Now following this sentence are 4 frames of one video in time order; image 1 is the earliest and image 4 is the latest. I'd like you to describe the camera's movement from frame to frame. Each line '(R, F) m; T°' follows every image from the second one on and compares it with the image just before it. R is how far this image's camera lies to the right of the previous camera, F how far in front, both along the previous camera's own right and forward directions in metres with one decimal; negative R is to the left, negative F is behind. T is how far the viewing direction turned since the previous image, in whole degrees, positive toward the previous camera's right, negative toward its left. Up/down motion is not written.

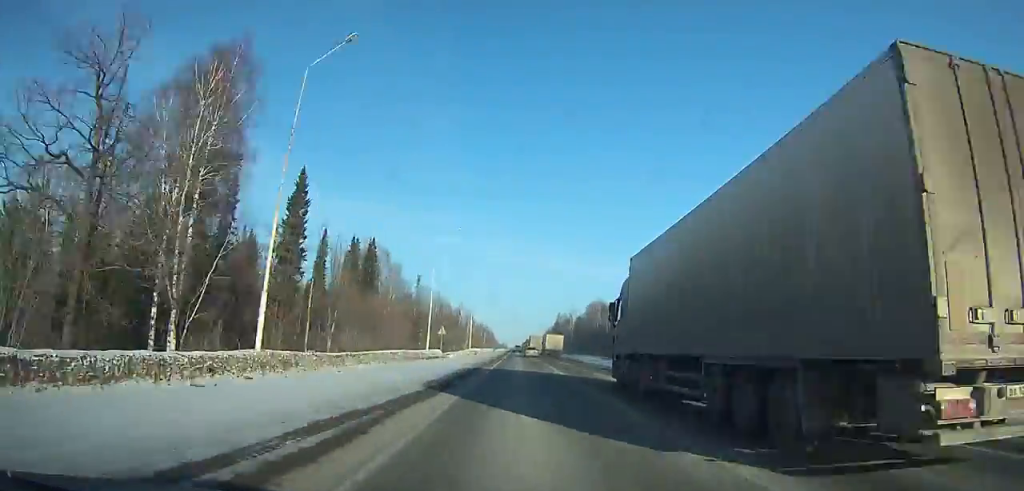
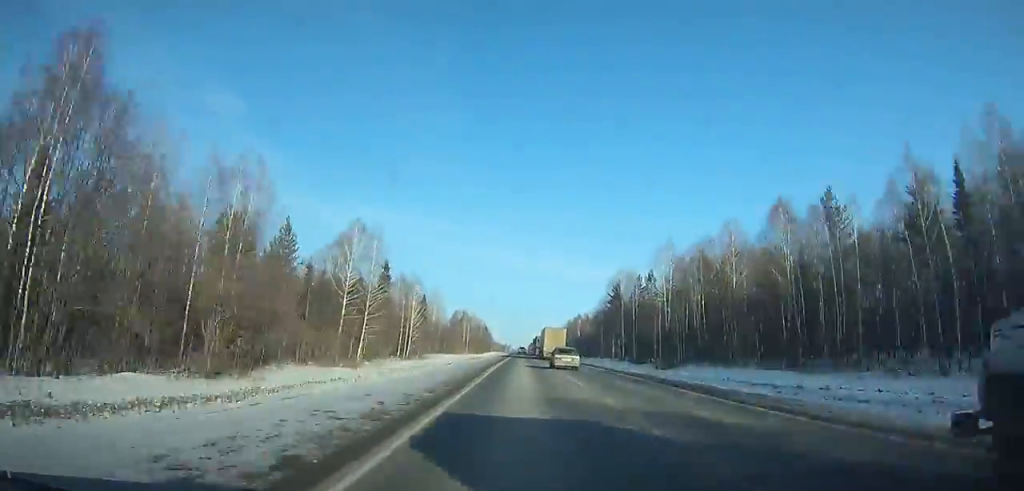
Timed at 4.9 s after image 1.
(-0.3, +138.1) m; 0°
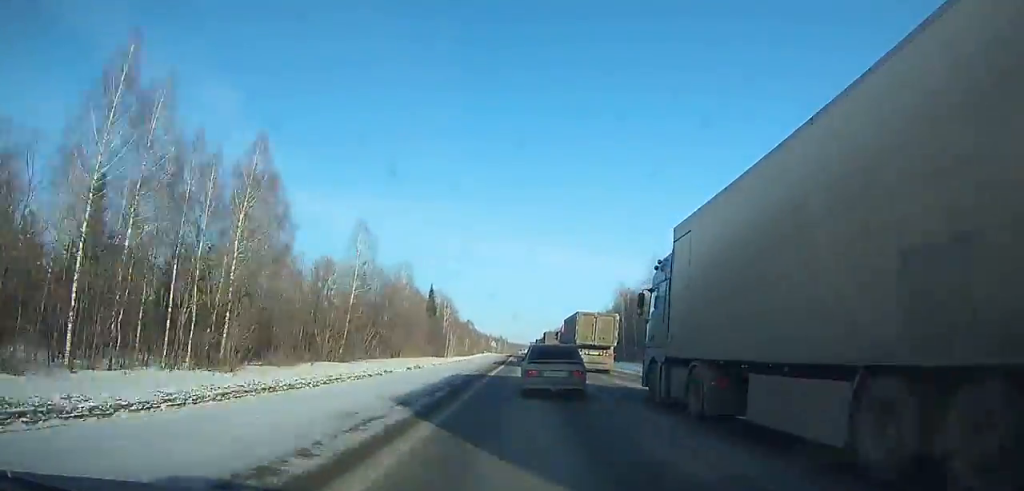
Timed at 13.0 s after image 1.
(+0.2, +194.7) m; 0°
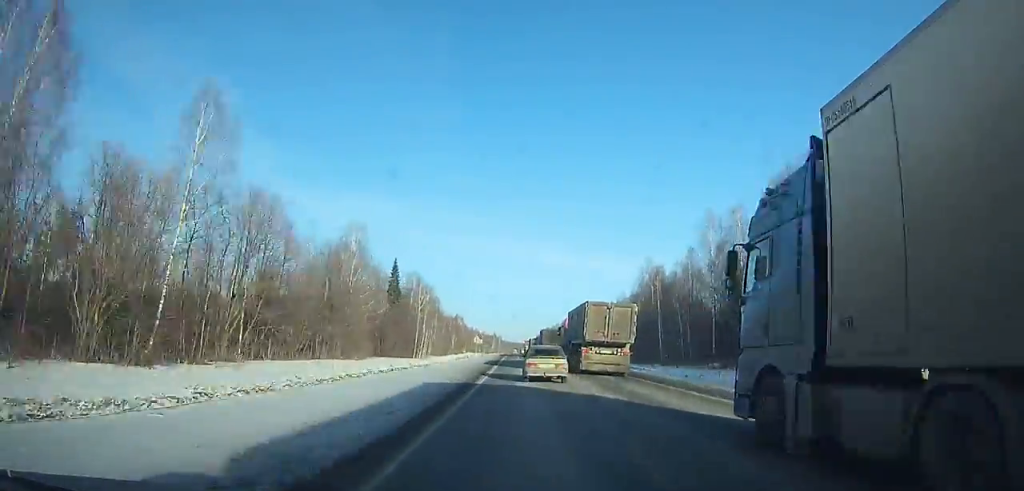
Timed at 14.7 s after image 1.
(+0.2, +35.2) m; 0°
